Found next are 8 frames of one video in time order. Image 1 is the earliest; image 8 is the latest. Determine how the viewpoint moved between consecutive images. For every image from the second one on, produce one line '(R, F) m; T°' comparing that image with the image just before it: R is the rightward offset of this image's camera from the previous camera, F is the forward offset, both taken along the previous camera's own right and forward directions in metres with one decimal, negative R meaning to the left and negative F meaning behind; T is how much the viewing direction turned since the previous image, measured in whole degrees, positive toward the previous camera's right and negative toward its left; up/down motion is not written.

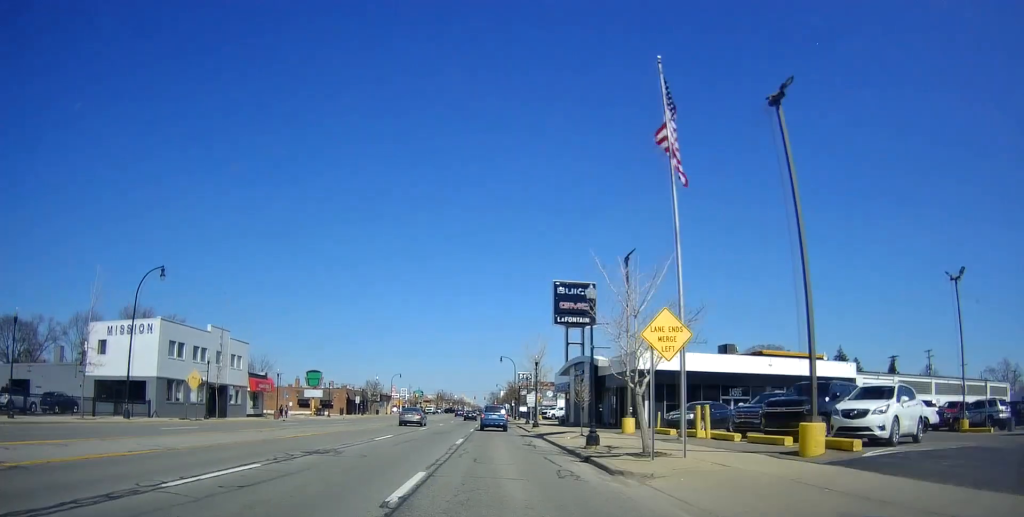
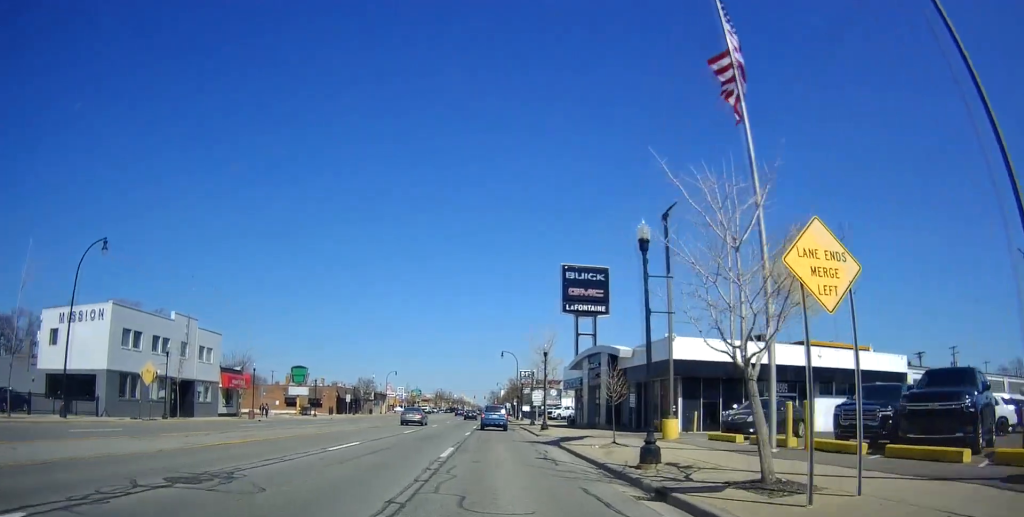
(+0.3, +6.9) m; 0°
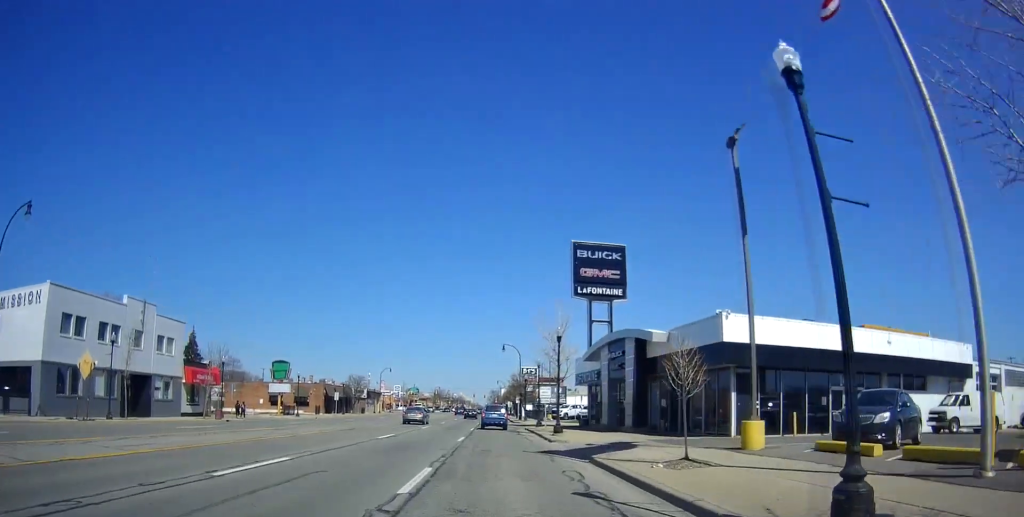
(+0.2, +7.3) m; 0°
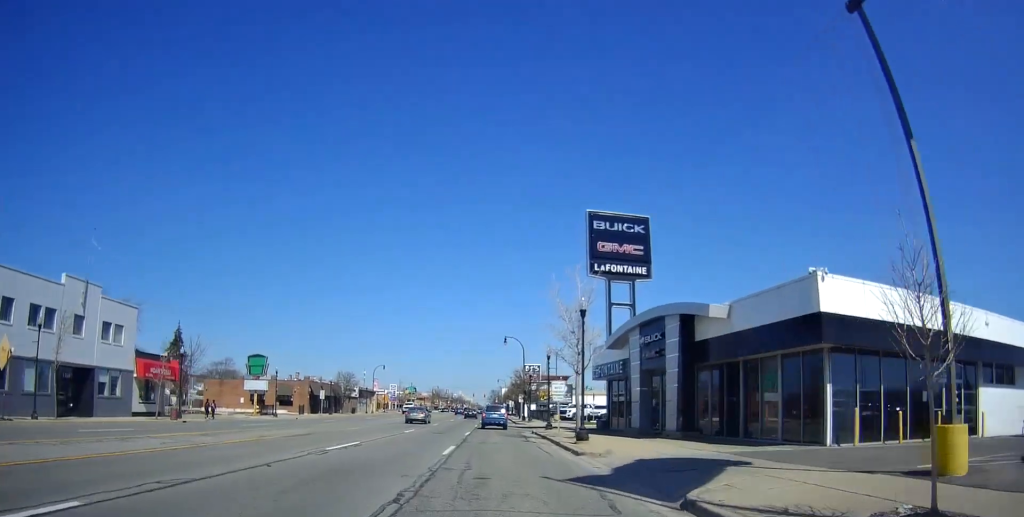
(-0.4, +7.5) m; 0°
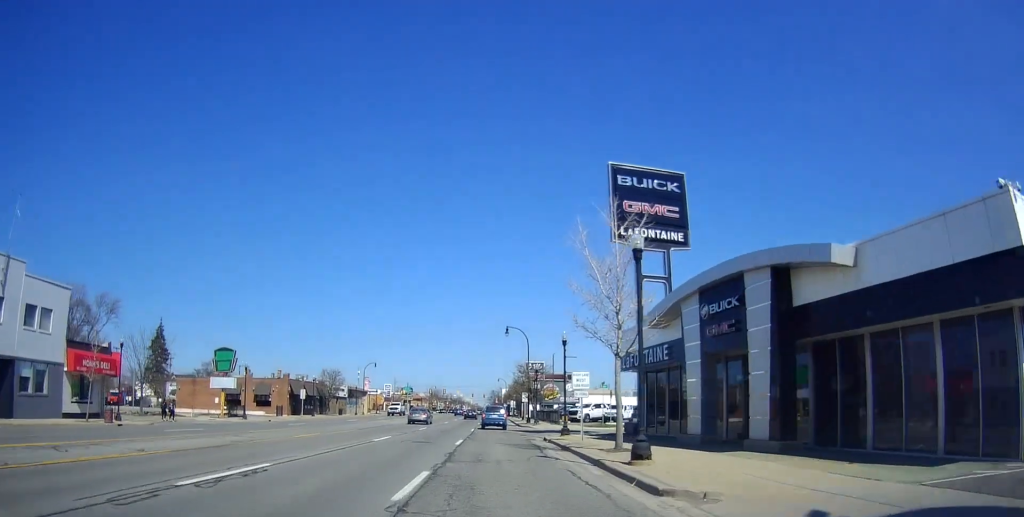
(0.0, +8.3) m; 0°
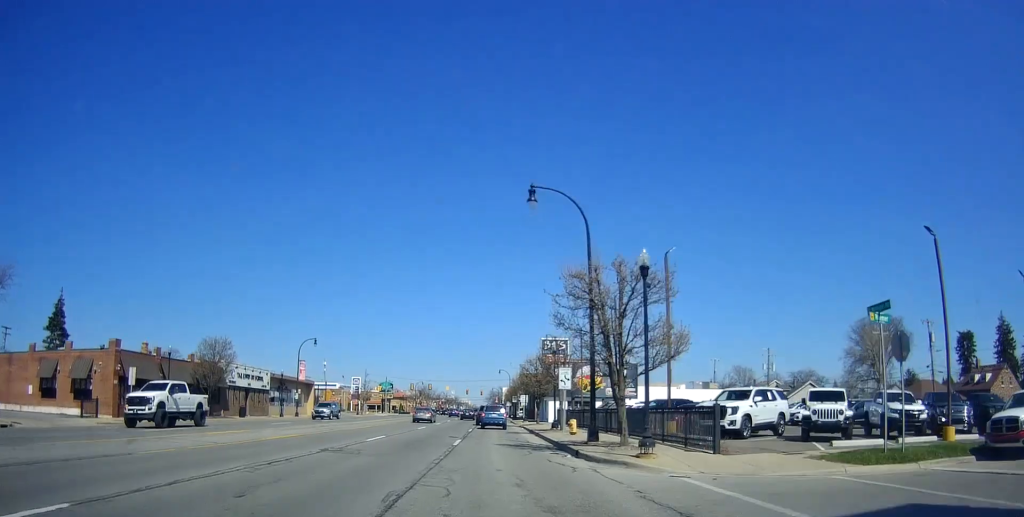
(+0.8, +36.3) m; +1°
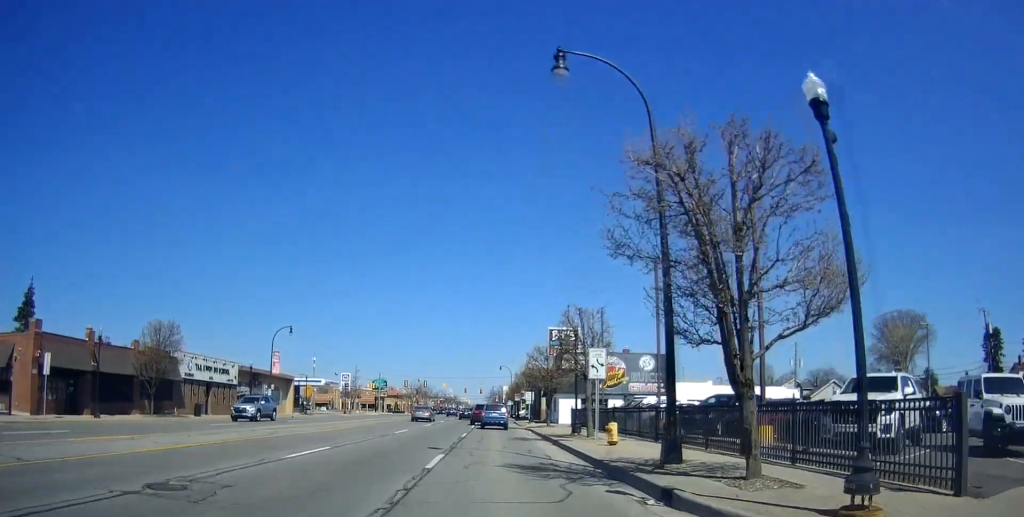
(-0.1, +8.8) m; 0°
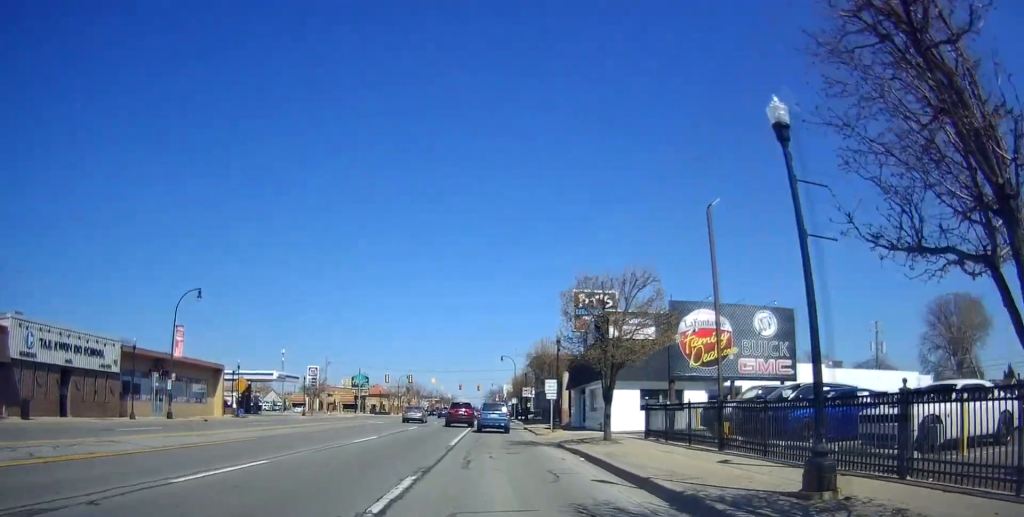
(-0.3, +21.0) m; -3°
